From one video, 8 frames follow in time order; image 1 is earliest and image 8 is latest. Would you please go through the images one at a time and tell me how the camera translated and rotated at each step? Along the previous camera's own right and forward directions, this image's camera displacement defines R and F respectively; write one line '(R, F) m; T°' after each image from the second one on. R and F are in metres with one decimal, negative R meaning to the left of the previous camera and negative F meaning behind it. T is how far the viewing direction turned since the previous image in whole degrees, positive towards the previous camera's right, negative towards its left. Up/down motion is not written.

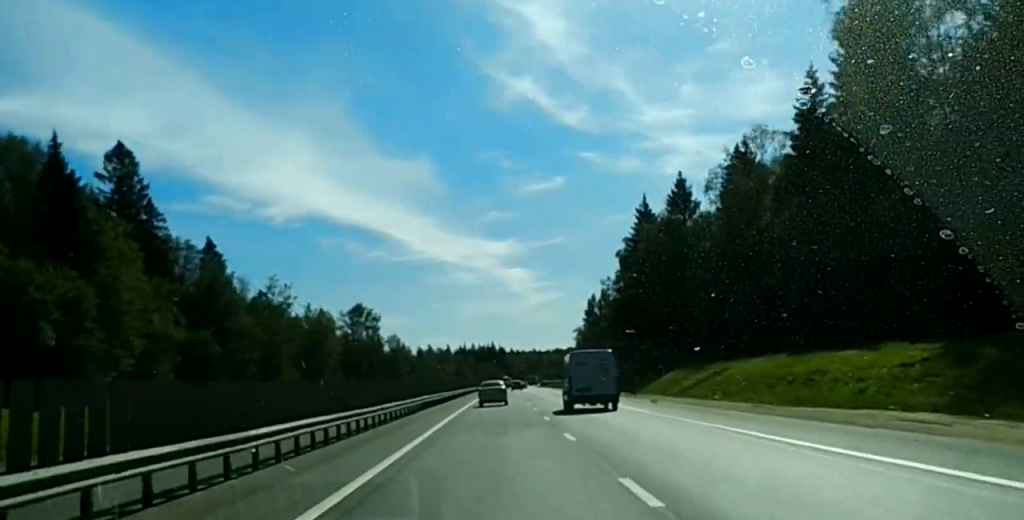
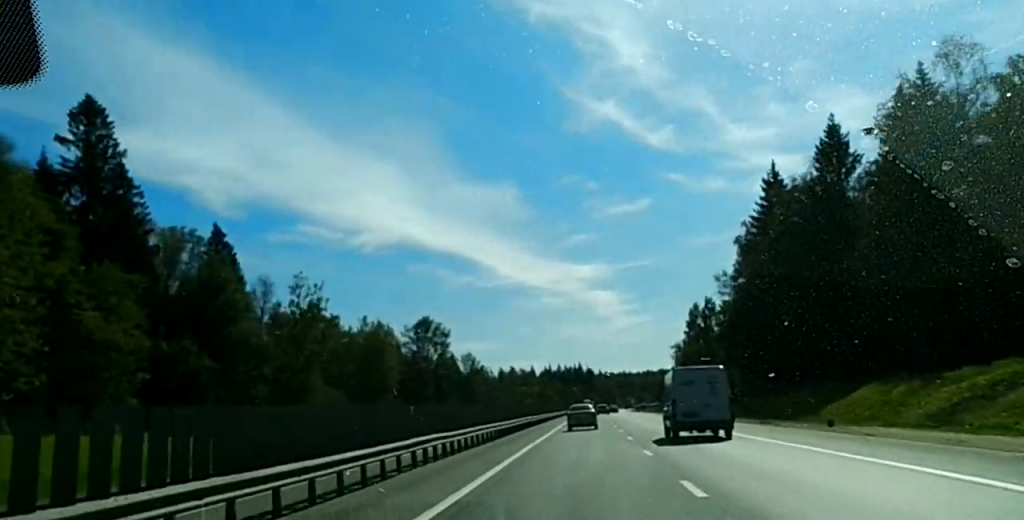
(-0.1, +30.6) m; 0°
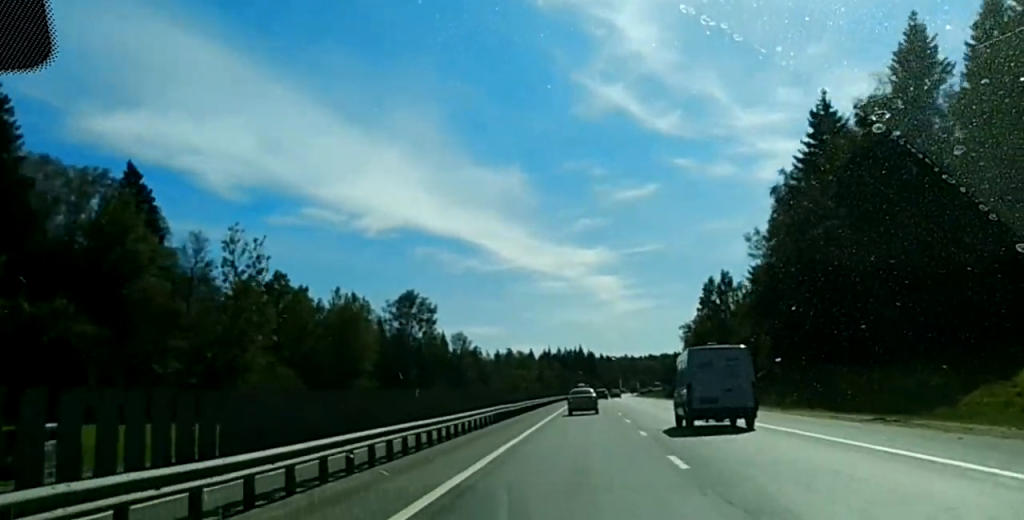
(0.0, +20.8) m; 0°
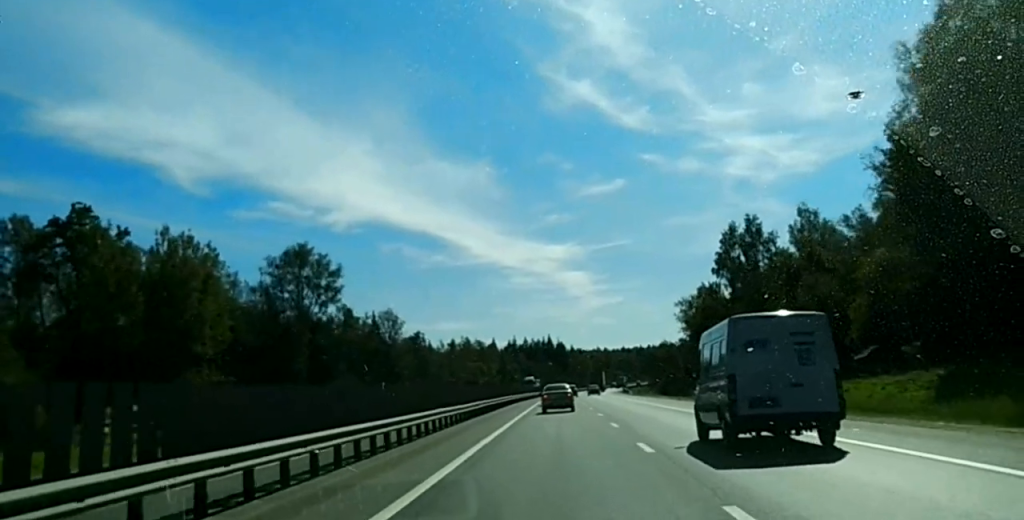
(0.0, +53.5) m; 0°
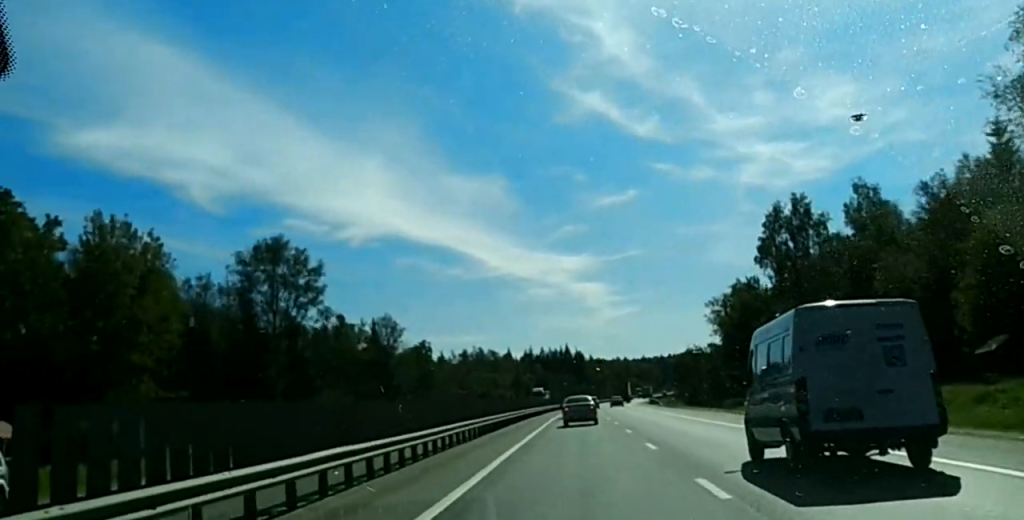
(0.0, +17.7) m; 0°
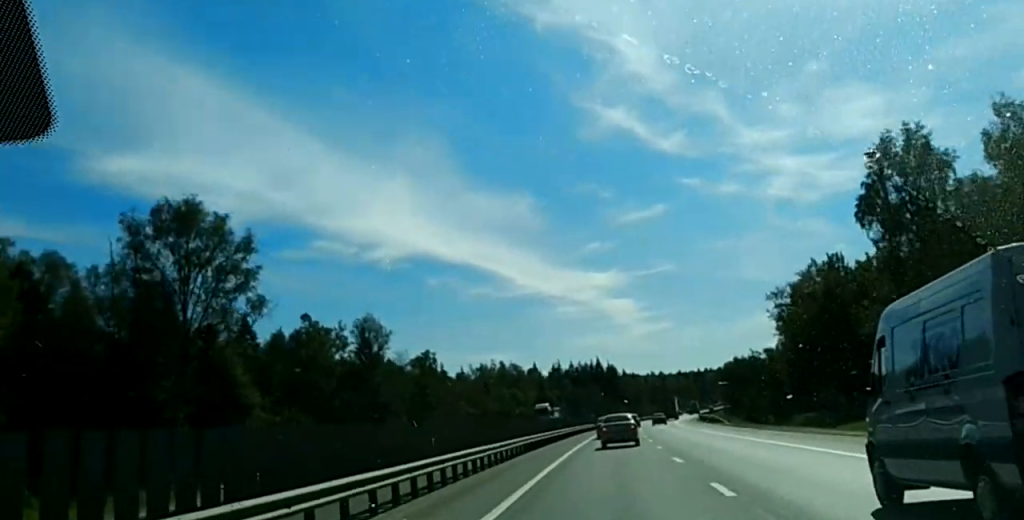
(-0.1, +31.2) m; 0°
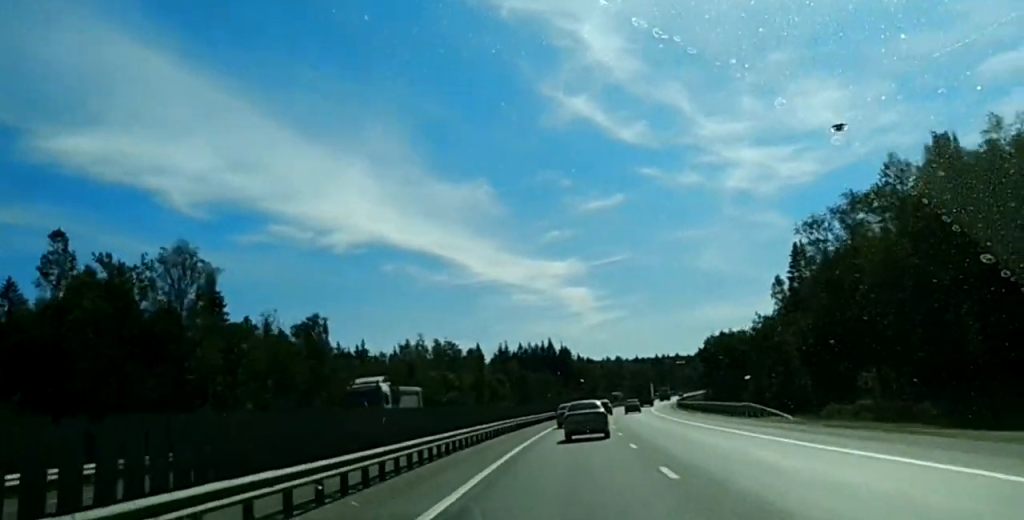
(+0.3, +44.5) m; +1°
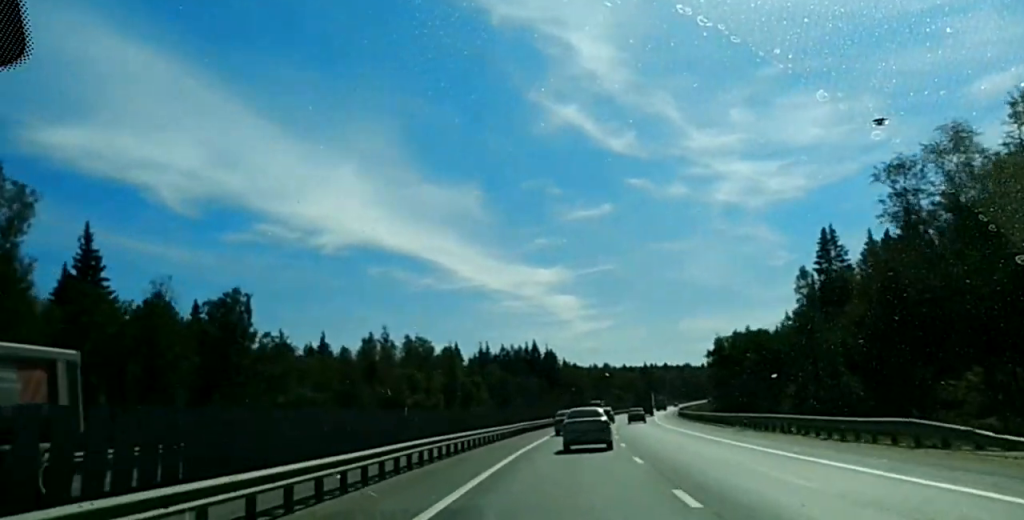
(+0.3, +27.0) m; +1°
